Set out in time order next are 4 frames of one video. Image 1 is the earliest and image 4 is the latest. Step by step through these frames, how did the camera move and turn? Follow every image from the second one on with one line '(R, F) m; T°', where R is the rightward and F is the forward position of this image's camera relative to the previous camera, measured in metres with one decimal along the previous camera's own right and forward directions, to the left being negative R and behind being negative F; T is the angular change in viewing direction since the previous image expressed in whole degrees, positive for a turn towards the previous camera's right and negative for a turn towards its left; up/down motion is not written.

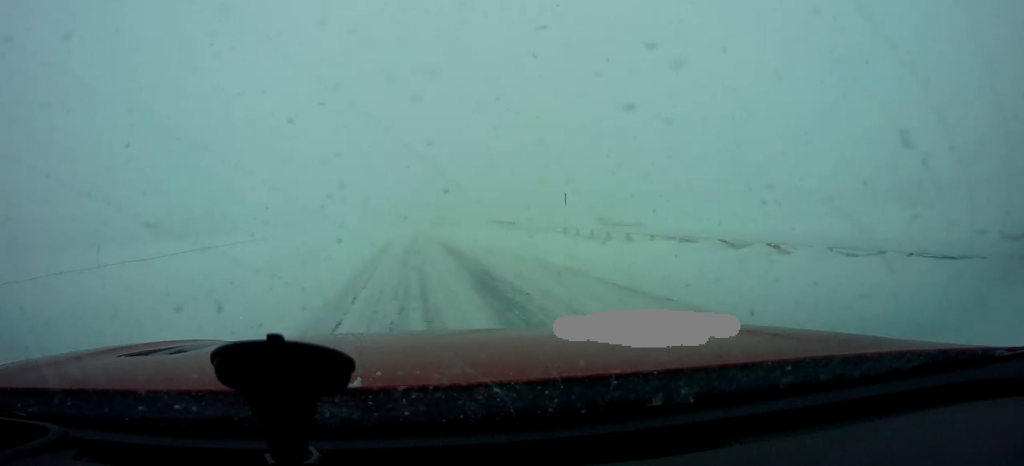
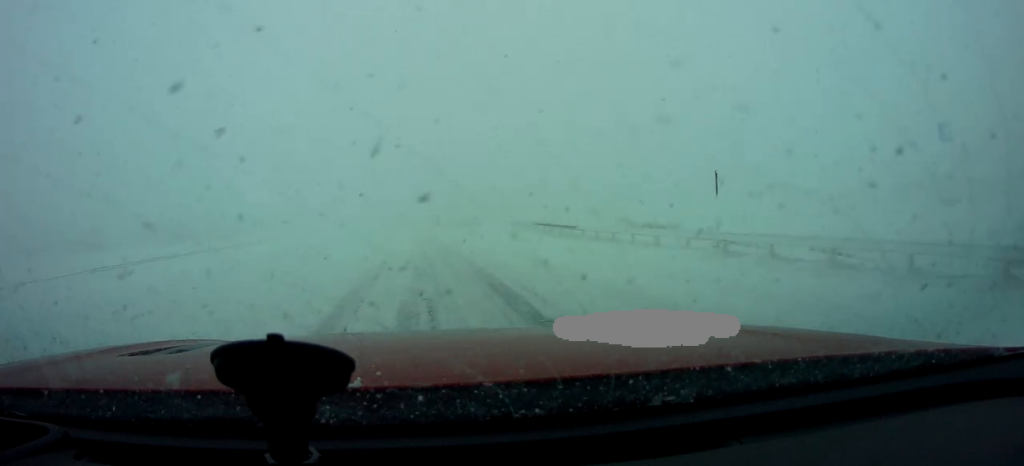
(+0.3, +13.9) m; +2°
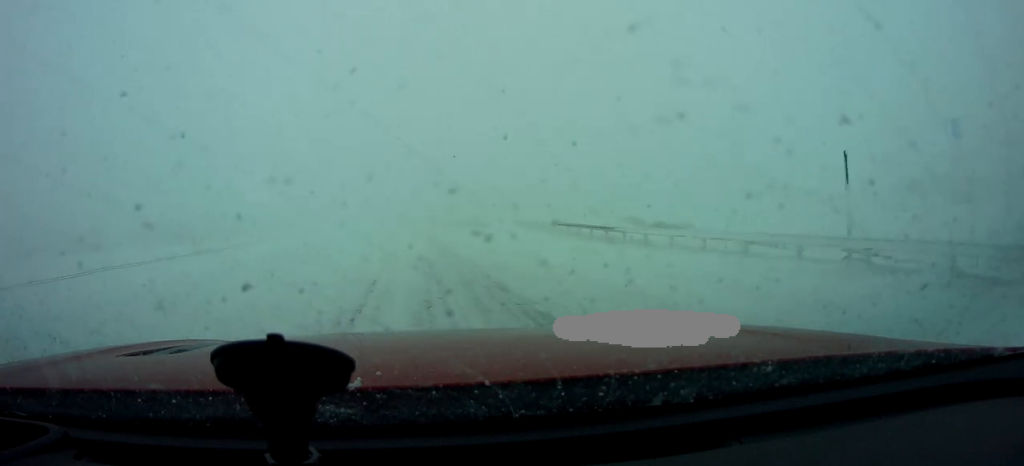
(0.0, +4.8) m; 0°
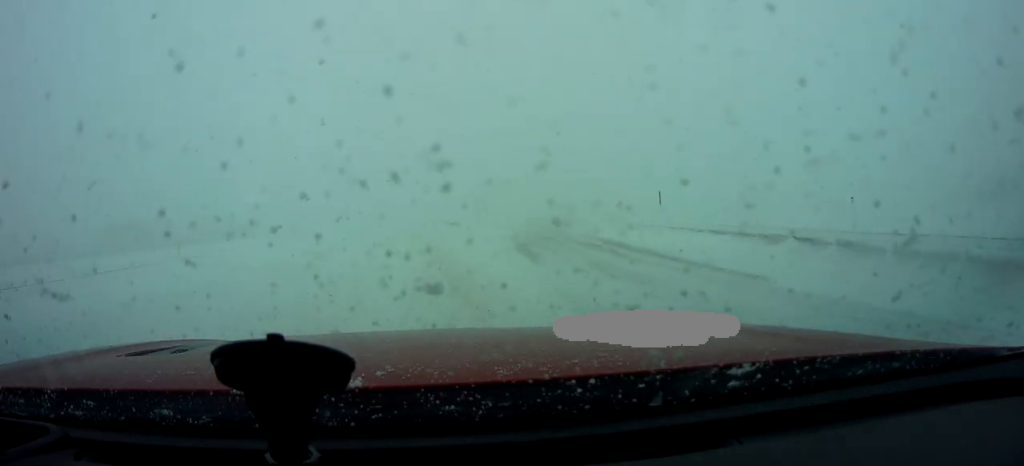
(-0.3, +34.3) m; -5°
